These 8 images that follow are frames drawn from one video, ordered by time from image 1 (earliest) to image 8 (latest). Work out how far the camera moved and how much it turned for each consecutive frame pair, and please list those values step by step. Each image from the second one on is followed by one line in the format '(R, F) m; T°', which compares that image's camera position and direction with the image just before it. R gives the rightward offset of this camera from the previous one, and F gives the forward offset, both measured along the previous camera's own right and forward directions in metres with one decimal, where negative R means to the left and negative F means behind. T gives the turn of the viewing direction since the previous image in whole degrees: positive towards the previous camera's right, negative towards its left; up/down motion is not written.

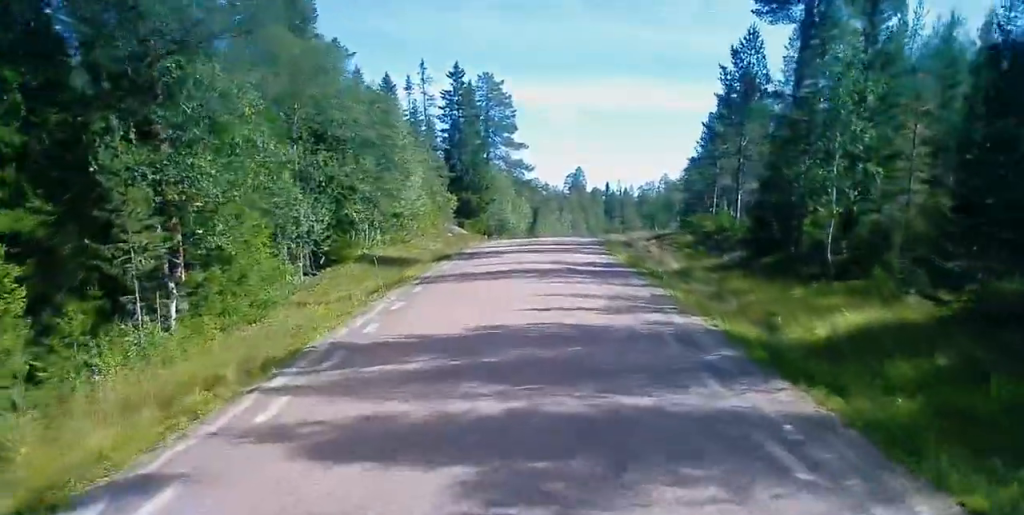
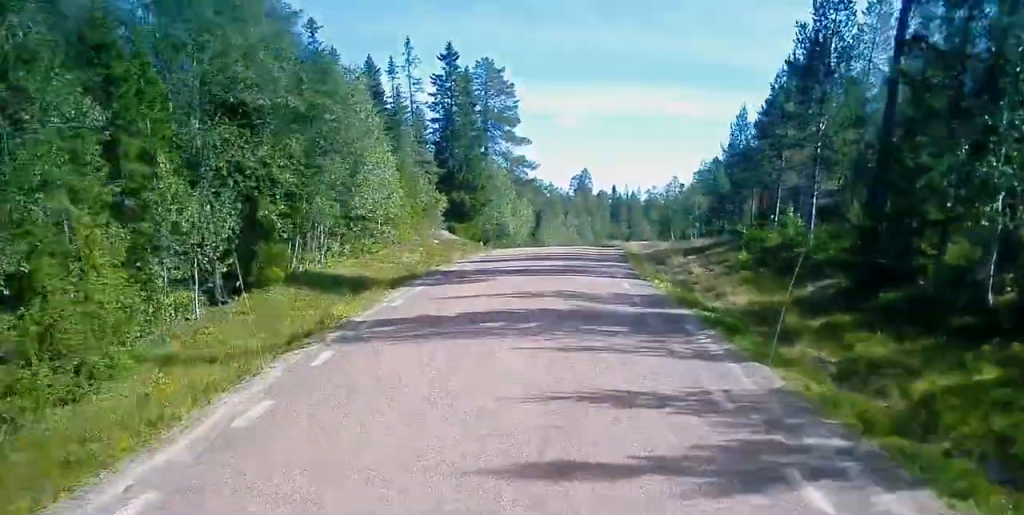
(-0.1, +9.3) m; 0°
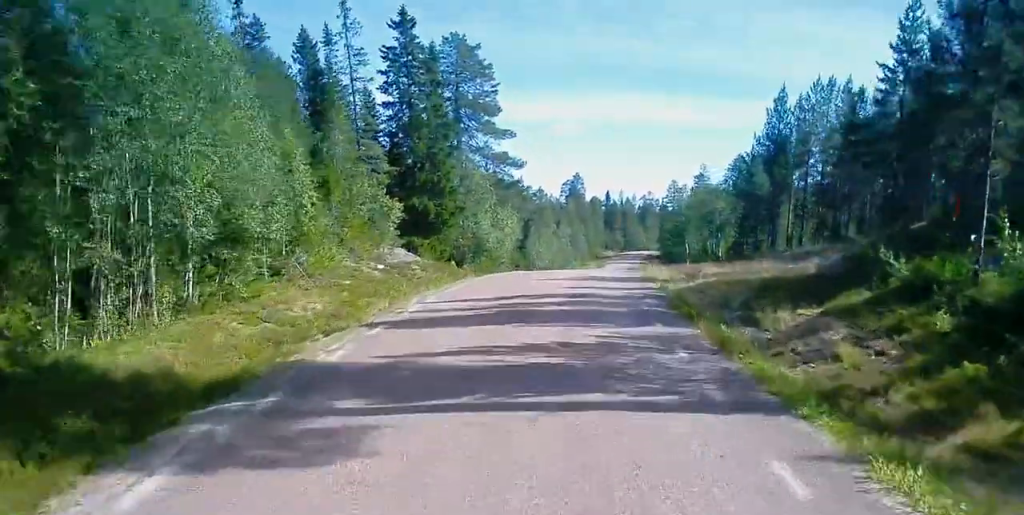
(+0.3, +13.9) m; +4°
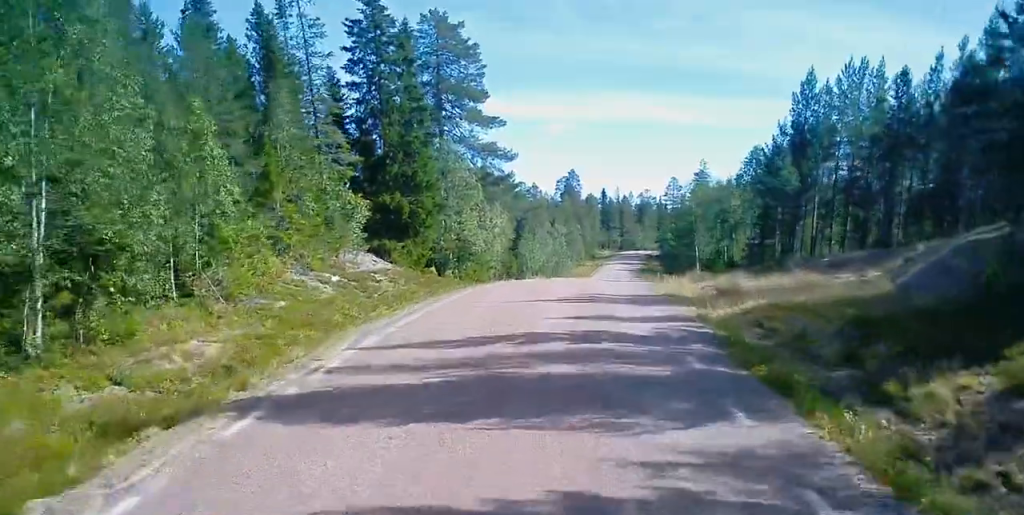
(+0.2, +6.6) m; +2°
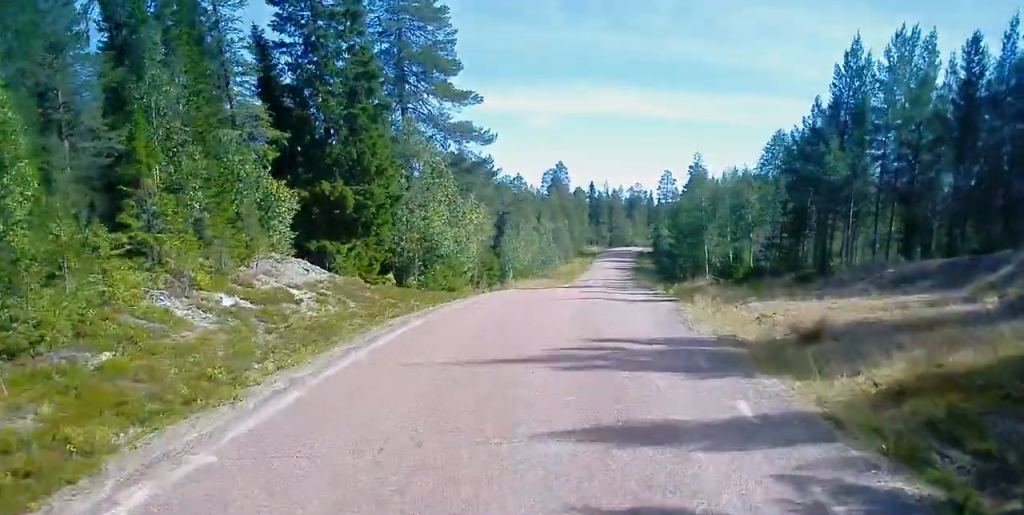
(+0.1, +8.4) m; 0°
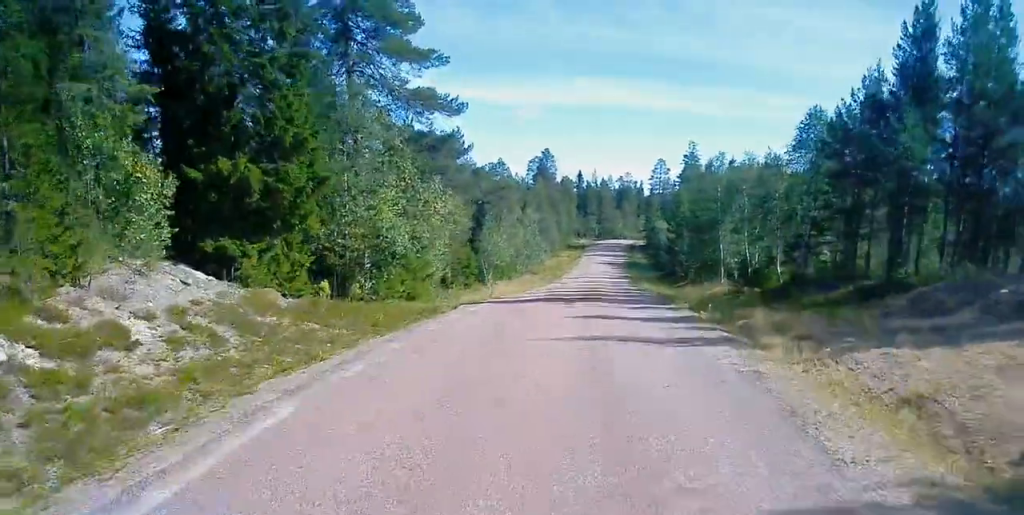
(0.0, +8.6) m; 0°
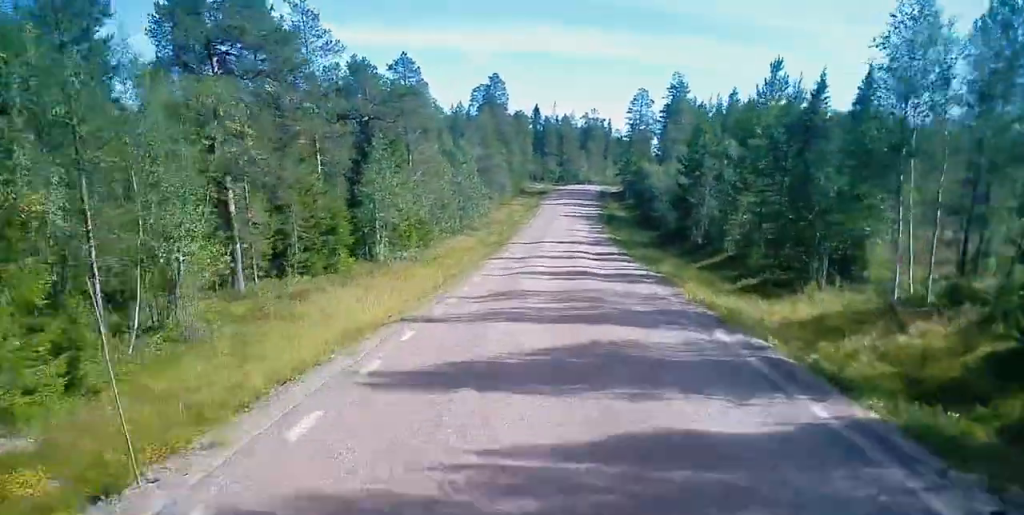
(0.0, +27.2) m; 0°
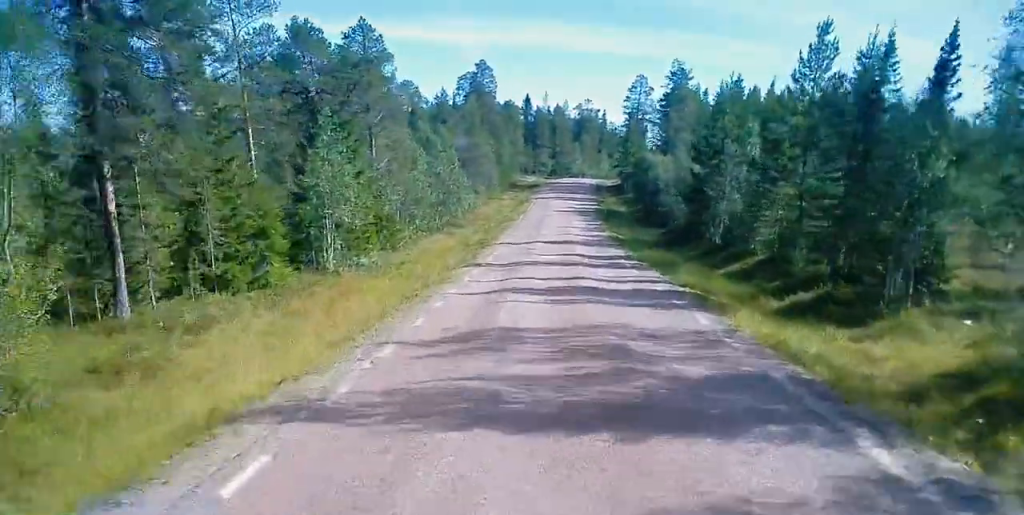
(0.0, +7.6) m; 0°
